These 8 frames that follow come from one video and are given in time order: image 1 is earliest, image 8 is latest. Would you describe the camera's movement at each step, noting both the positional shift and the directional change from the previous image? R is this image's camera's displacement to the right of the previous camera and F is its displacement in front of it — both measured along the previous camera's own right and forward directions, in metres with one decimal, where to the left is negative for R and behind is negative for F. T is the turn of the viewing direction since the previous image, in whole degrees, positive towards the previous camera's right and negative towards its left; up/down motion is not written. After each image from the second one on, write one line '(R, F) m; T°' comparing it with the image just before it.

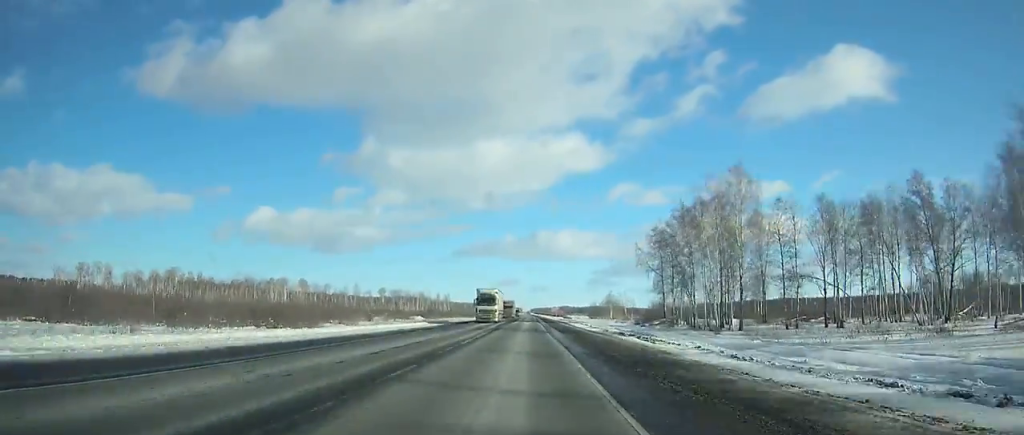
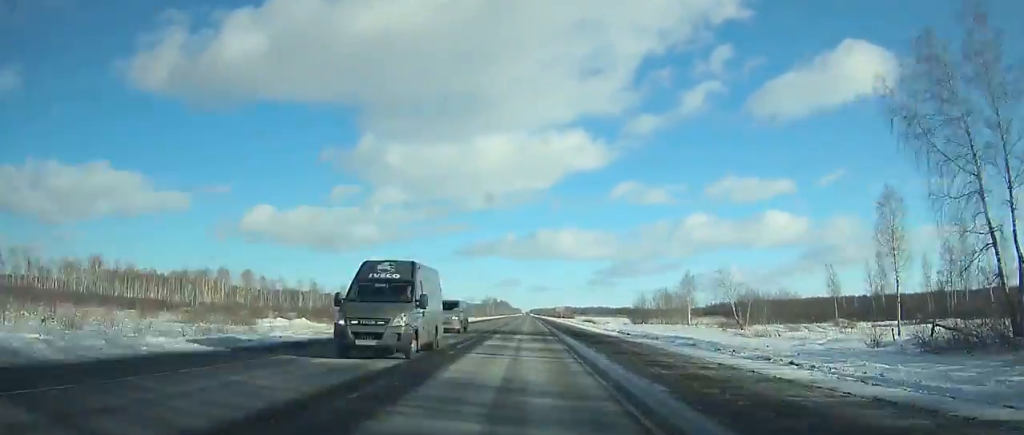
(-0.1, +82.5) m; 0°
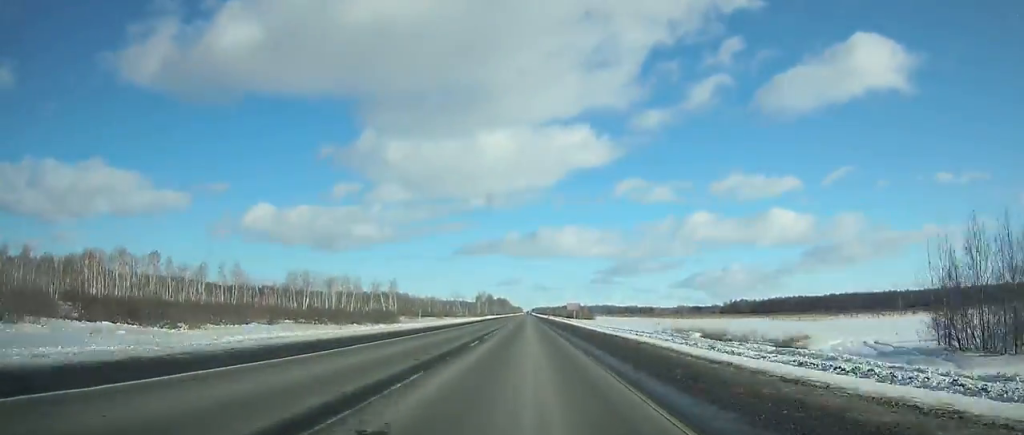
(-0.1, +89.8) m; 0°
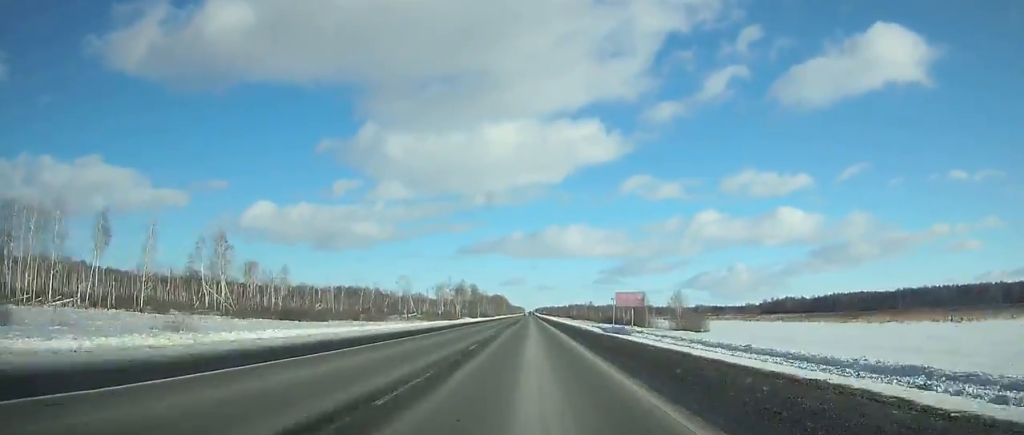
(-0.1, +143.5) m; 0°
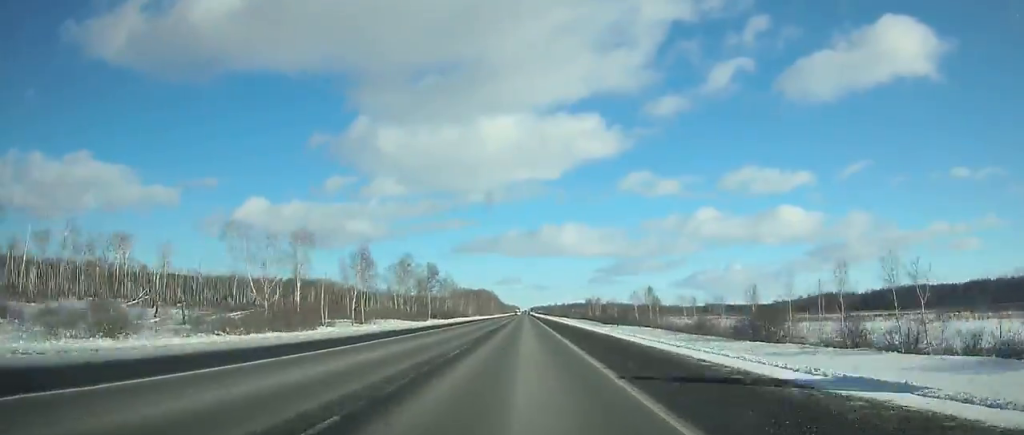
(-0.2, +125.6) m; 0°
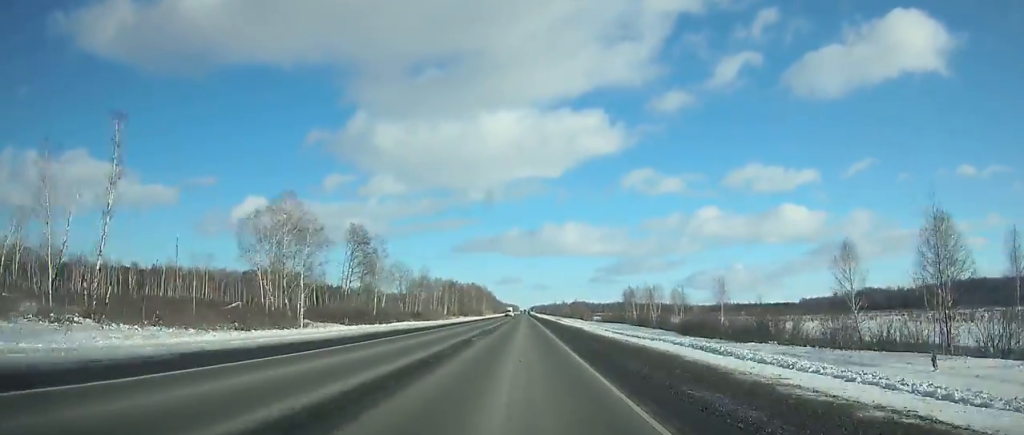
(-0.1, +87.9) m; 0°
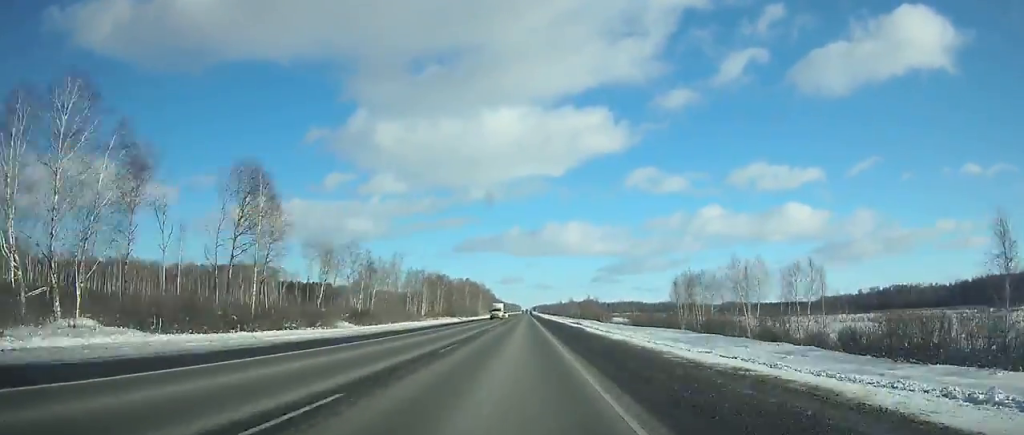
(-0.1, +45.4) m; 0°
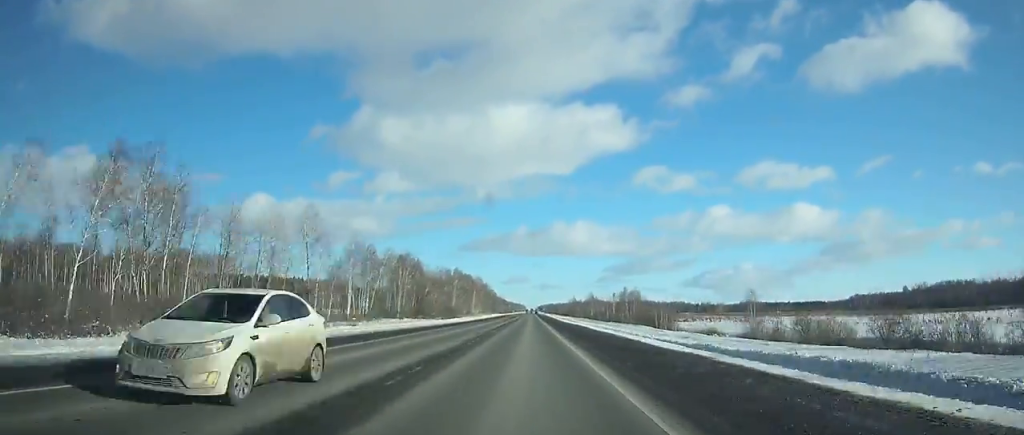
(-0.1, +69.4) m; 0°
